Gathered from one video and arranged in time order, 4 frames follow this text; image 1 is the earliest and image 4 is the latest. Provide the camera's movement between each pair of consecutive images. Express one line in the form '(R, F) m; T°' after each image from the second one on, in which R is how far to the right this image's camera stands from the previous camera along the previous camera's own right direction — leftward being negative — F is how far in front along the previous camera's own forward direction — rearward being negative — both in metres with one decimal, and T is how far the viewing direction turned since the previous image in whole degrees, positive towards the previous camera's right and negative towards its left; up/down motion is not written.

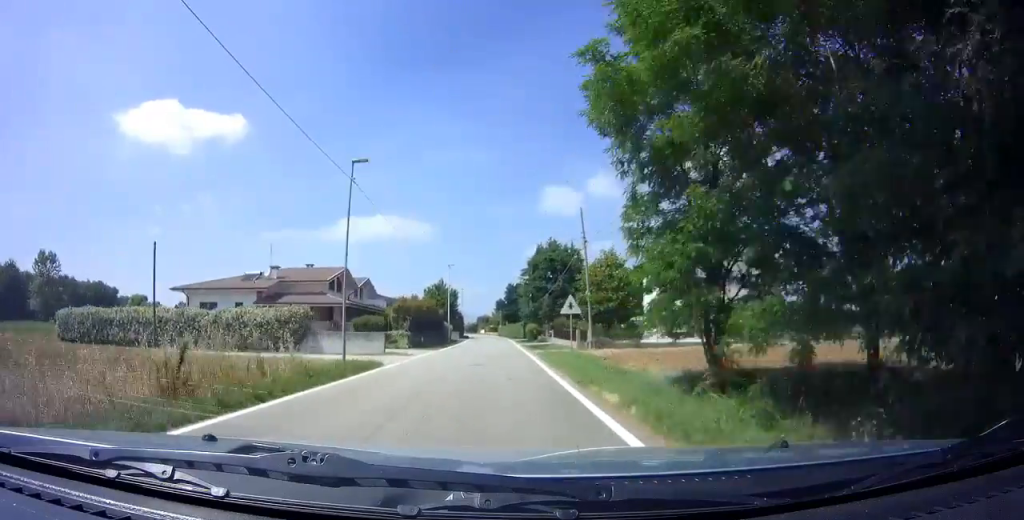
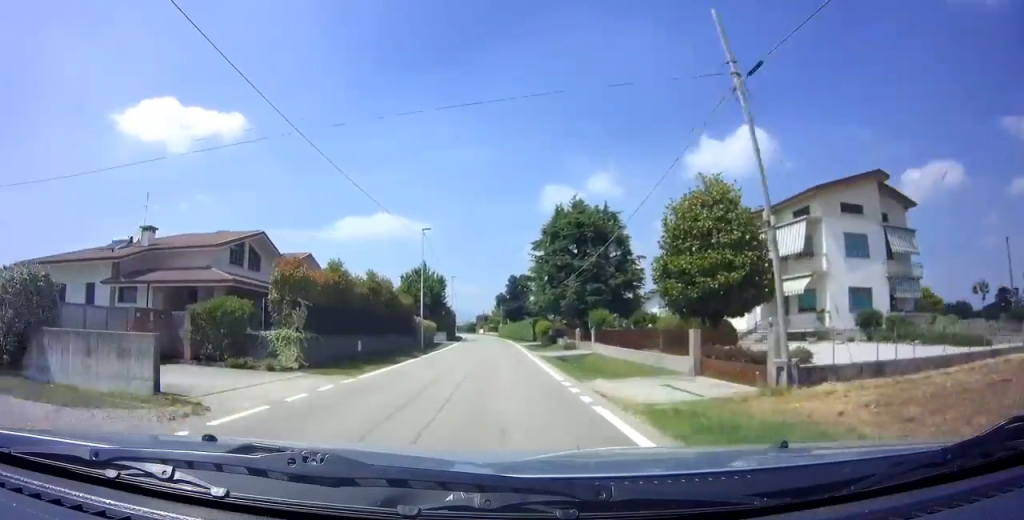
(0.0, +20.3) m; 0°
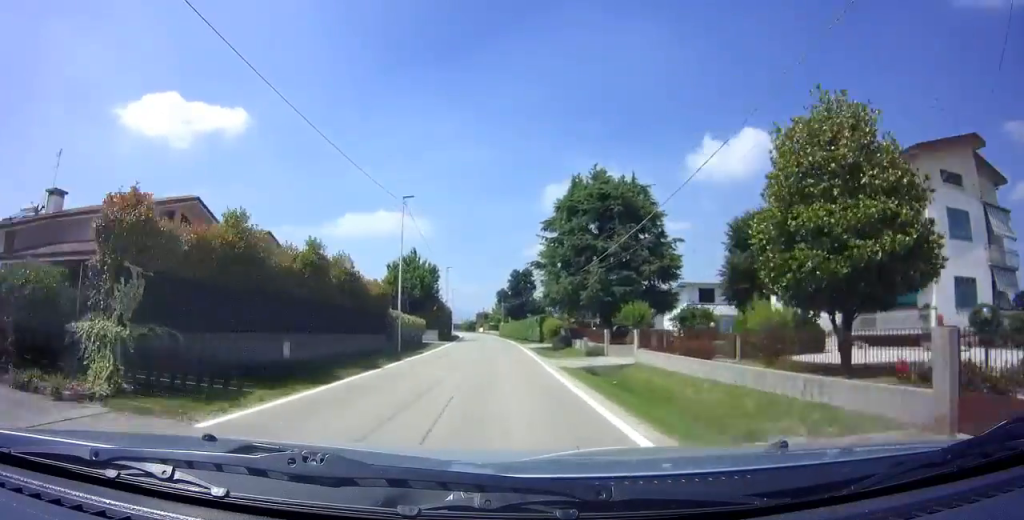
(-0.1, +8.4) m; 0°
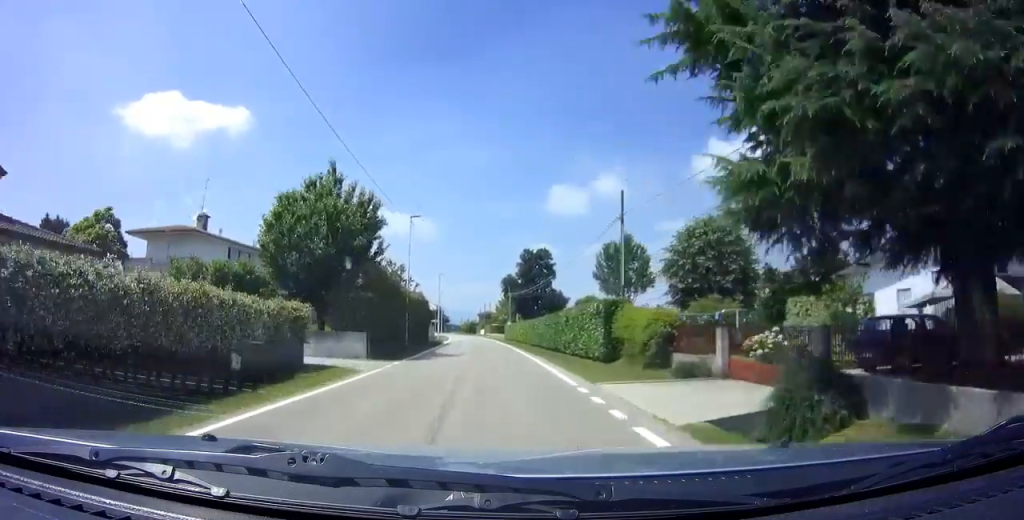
(-0.1, +28.1) m; 0°
